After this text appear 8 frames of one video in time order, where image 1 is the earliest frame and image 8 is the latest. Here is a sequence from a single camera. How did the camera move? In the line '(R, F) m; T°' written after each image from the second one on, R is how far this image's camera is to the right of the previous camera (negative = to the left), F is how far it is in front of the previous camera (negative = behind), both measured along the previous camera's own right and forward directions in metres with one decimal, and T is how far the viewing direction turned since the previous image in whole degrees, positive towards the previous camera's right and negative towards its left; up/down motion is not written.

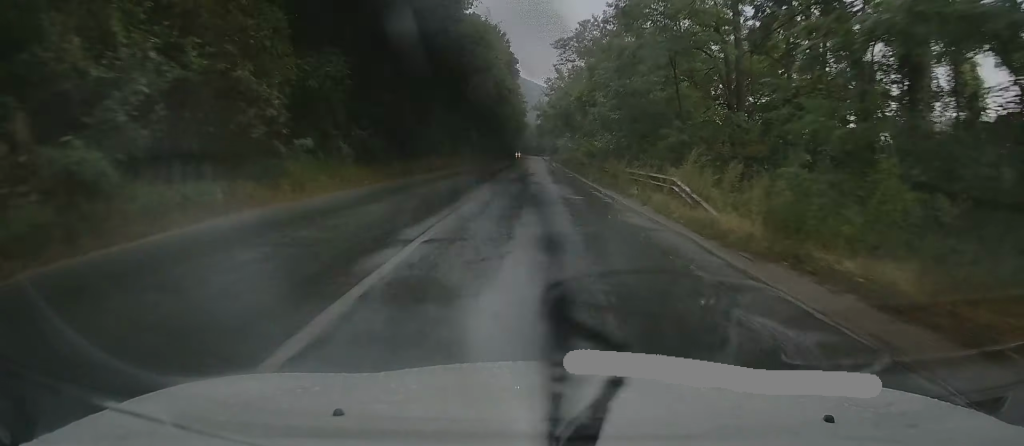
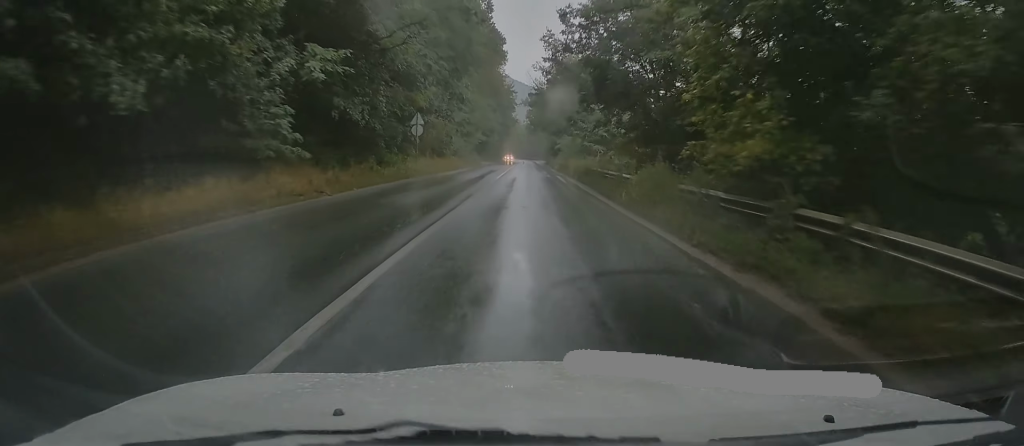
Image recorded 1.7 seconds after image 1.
(+0.4, +30.6) m; +1°
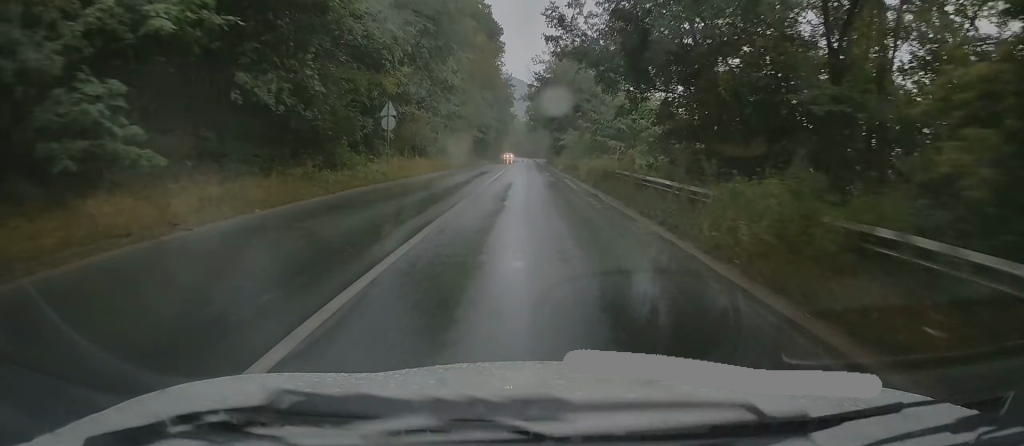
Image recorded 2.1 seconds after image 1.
(0.0, +7.9) m; 0°
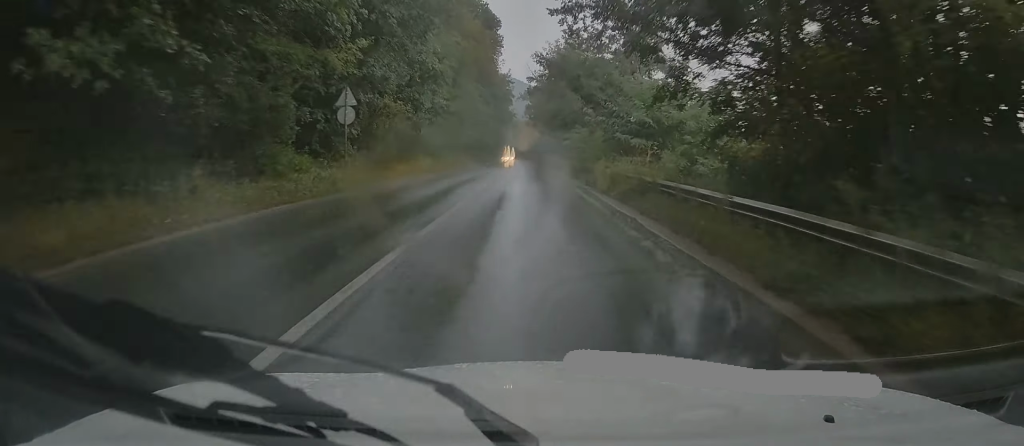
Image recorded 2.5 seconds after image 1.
(-0.1, +7.3) m; +1°
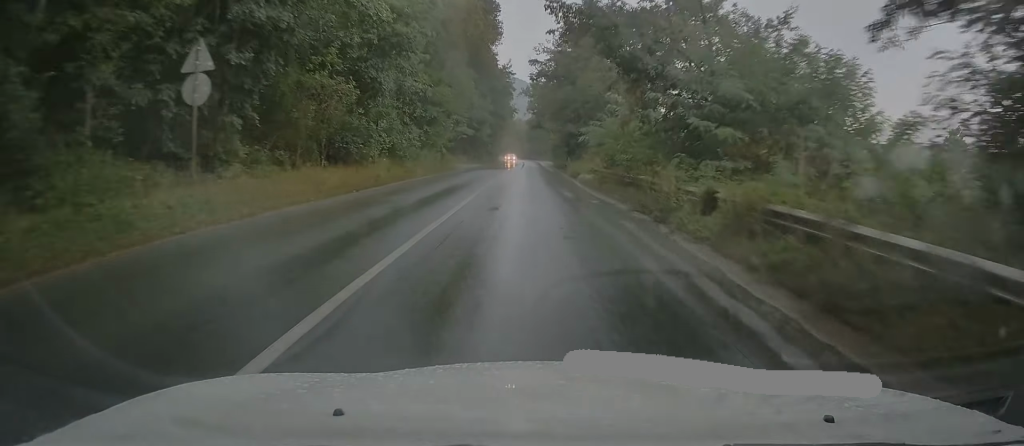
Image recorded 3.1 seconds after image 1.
(-0.1, +11.5) m; +1°
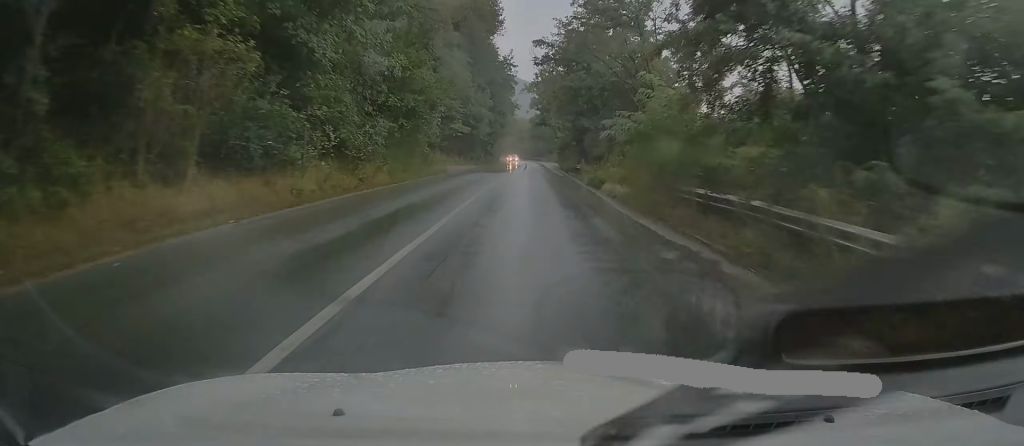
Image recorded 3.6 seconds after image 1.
(+0.3, +9.1) m; +1°
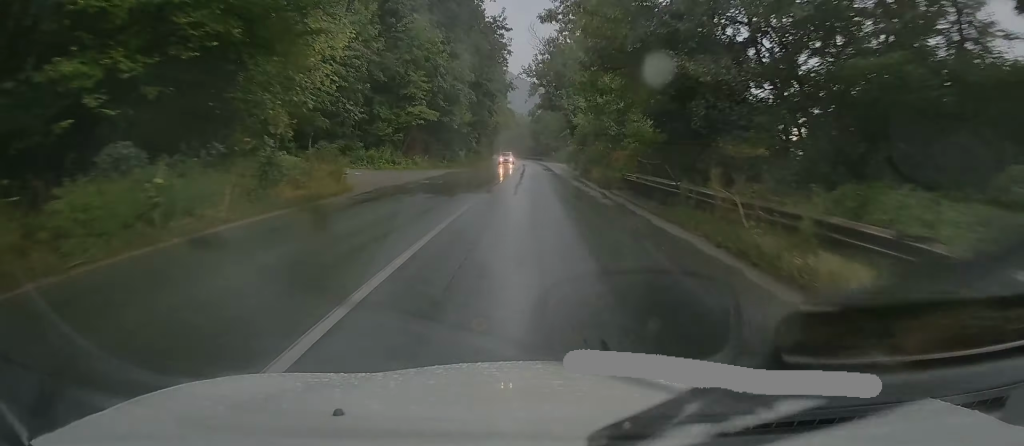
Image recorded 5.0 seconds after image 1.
(+0.2, +24.3) m; 0°
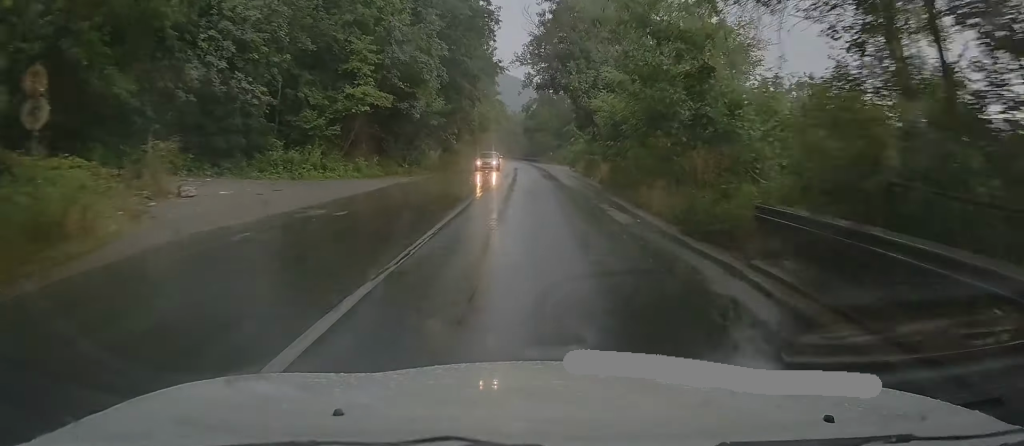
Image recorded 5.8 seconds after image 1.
(0.0, +14.5) m; -1°
